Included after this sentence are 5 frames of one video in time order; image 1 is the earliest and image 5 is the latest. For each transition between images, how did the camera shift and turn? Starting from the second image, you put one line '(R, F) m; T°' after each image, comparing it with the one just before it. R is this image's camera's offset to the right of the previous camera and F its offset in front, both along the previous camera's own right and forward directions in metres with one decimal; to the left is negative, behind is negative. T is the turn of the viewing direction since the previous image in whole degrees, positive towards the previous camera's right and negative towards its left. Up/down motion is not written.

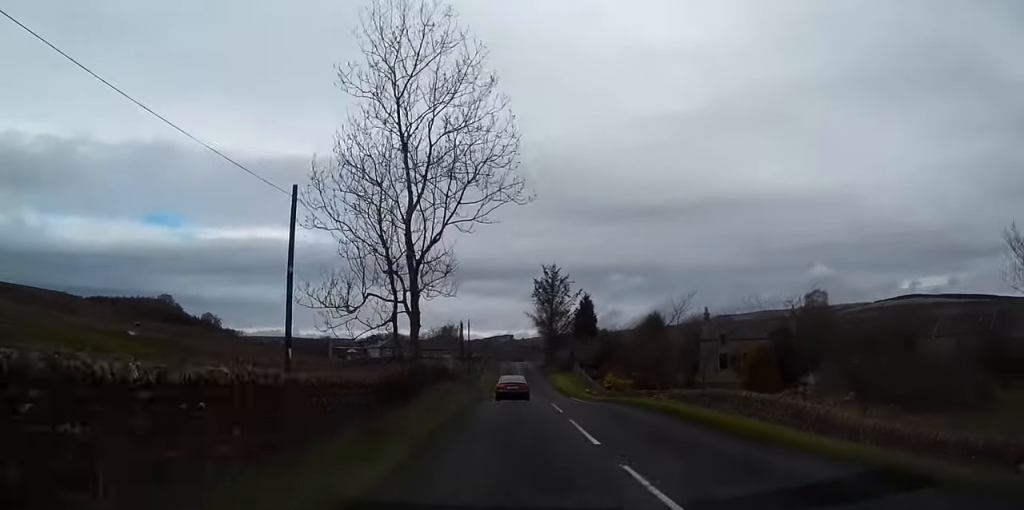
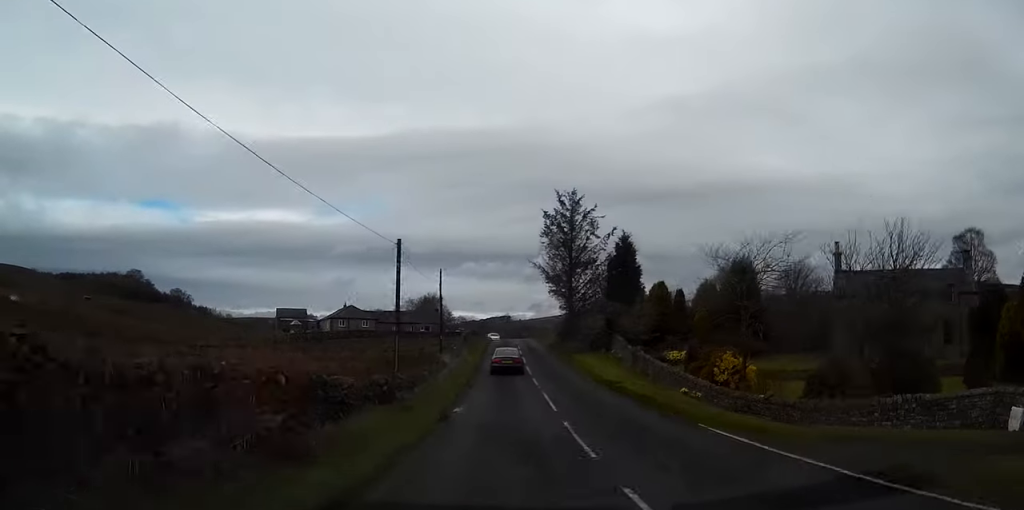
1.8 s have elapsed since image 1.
(+0.2, +38.1) m; 0°
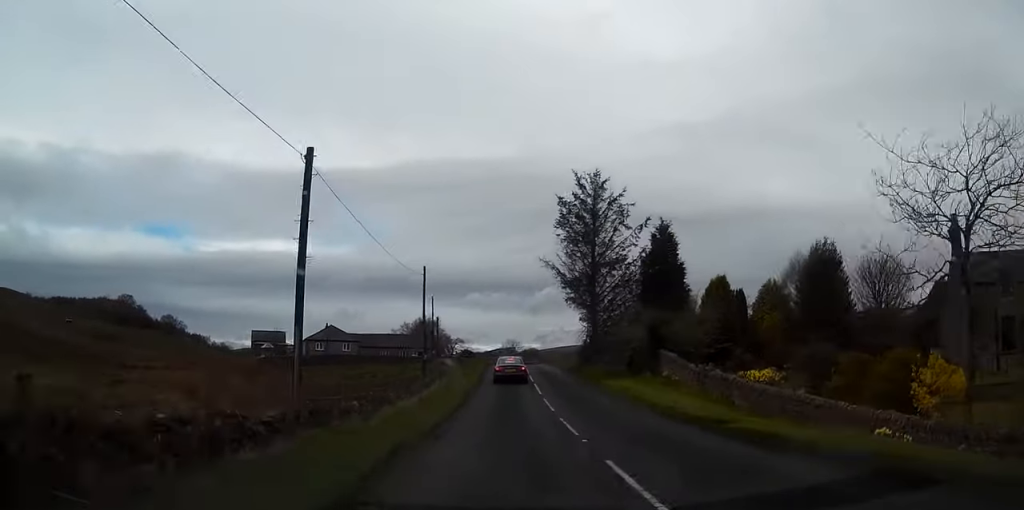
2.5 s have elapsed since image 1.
(0.0, +15.6) m; 0°
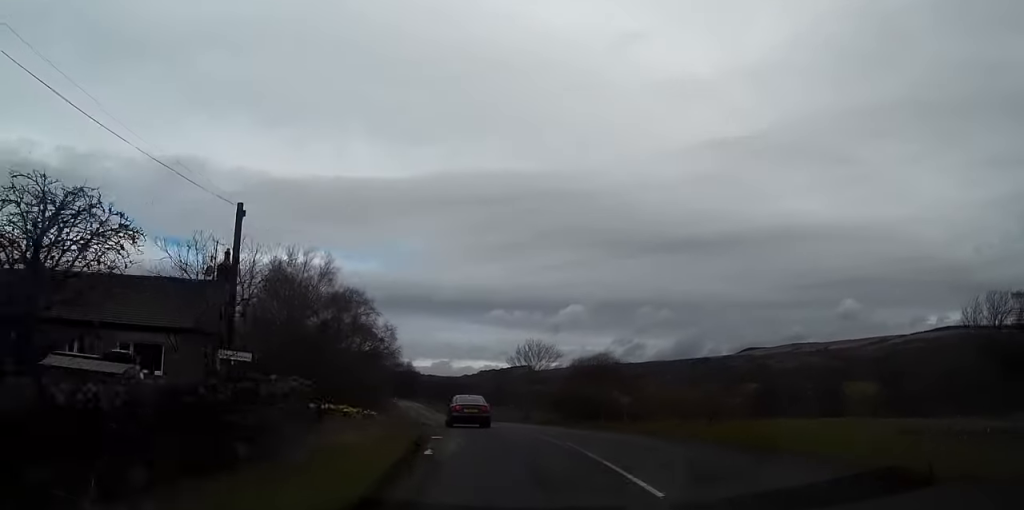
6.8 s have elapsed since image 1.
(-1.5, +86.1) m; -3°
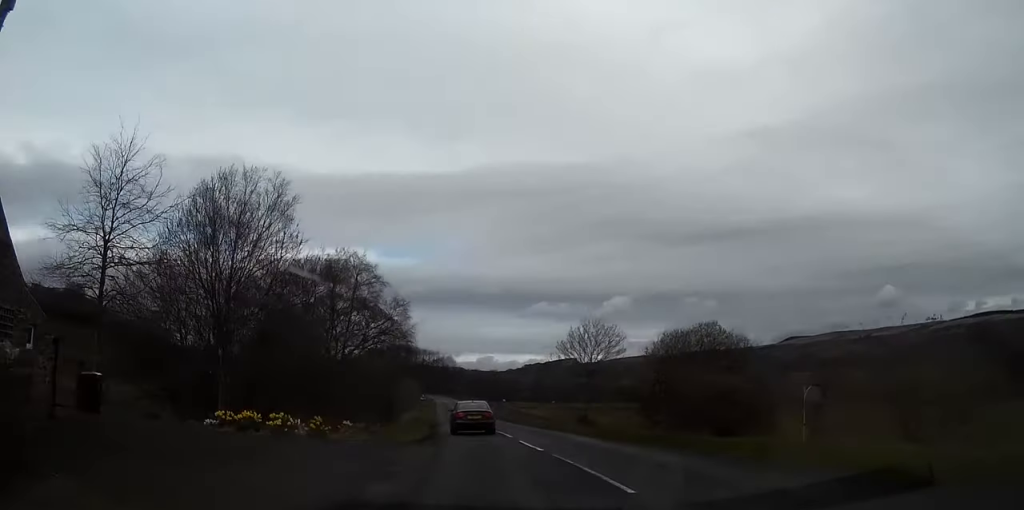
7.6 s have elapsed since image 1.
(-0.3, +16.5) m; -2°
